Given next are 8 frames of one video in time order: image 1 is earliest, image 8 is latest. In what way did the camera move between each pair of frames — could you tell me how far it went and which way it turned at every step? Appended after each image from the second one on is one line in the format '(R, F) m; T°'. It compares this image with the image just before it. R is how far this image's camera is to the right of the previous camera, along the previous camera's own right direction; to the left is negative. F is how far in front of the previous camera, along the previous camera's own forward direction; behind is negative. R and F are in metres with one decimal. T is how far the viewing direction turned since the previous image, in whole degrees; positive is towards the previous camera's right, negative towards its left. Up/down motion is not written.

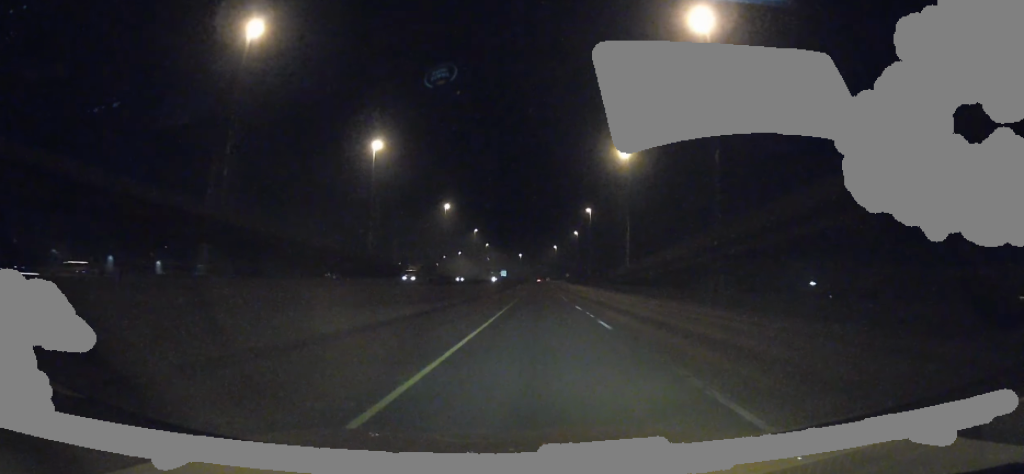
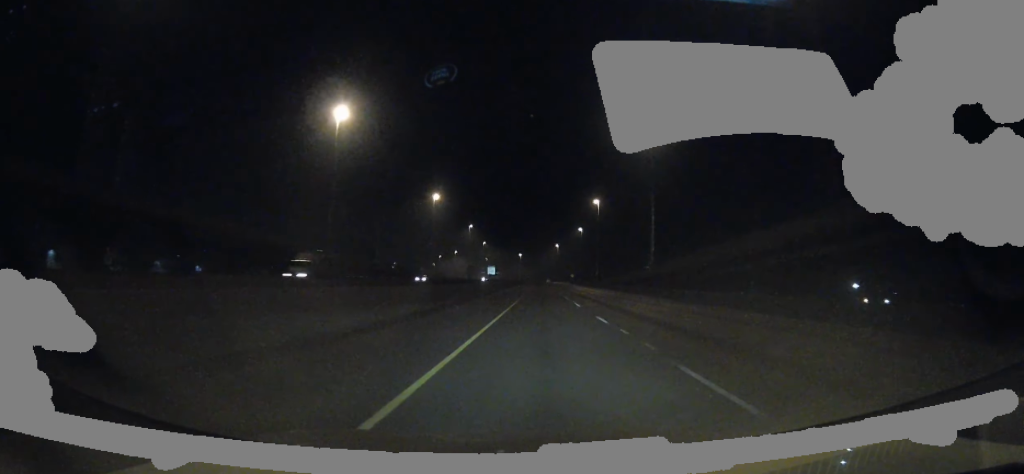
(+0.2, +34.5) m; 0°
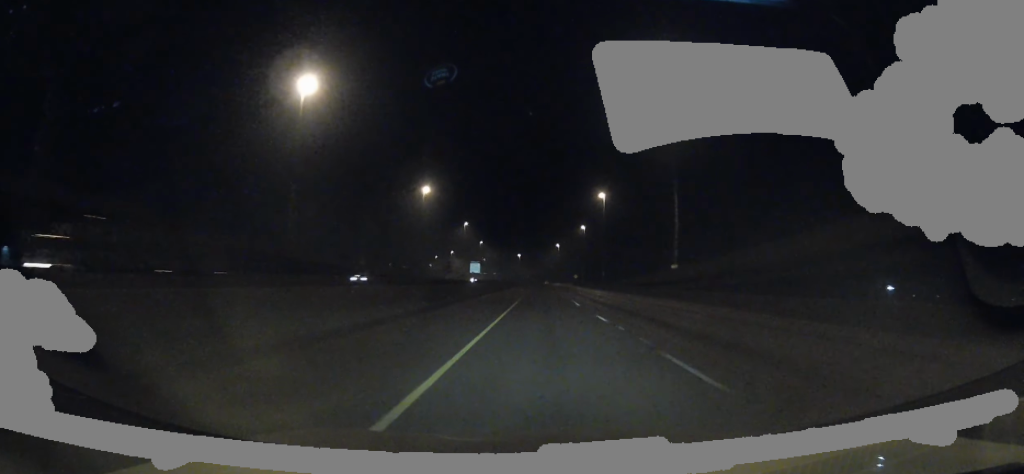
(+0.1, +23.4) m; 0°
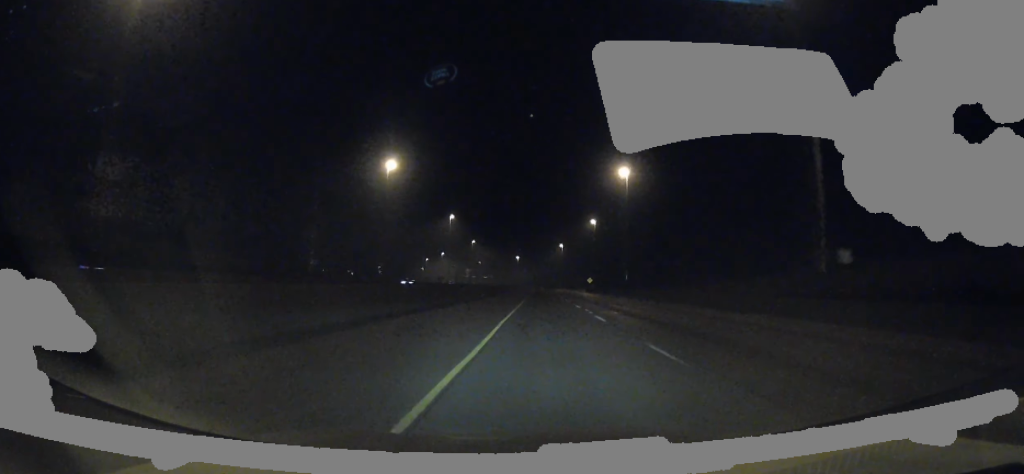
(-0.4, +58.3) m; 0°
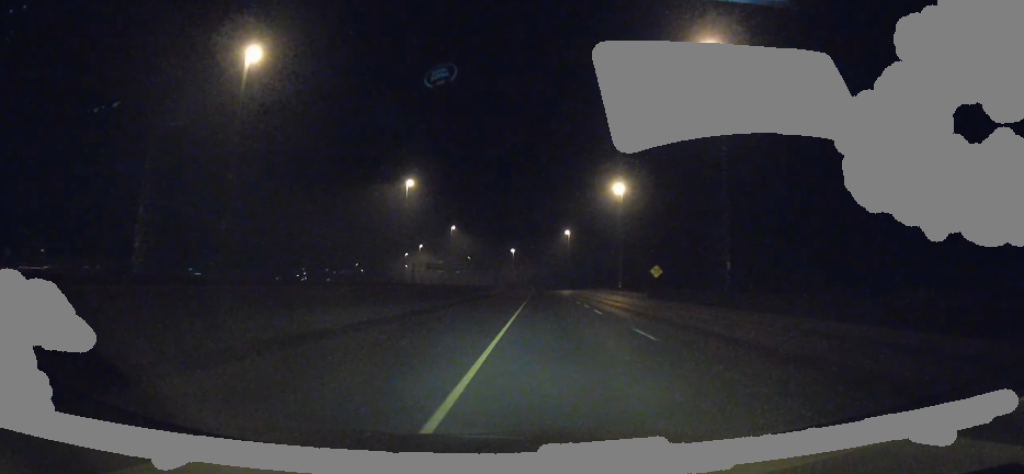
(+0.8, +92.8) m; +1°
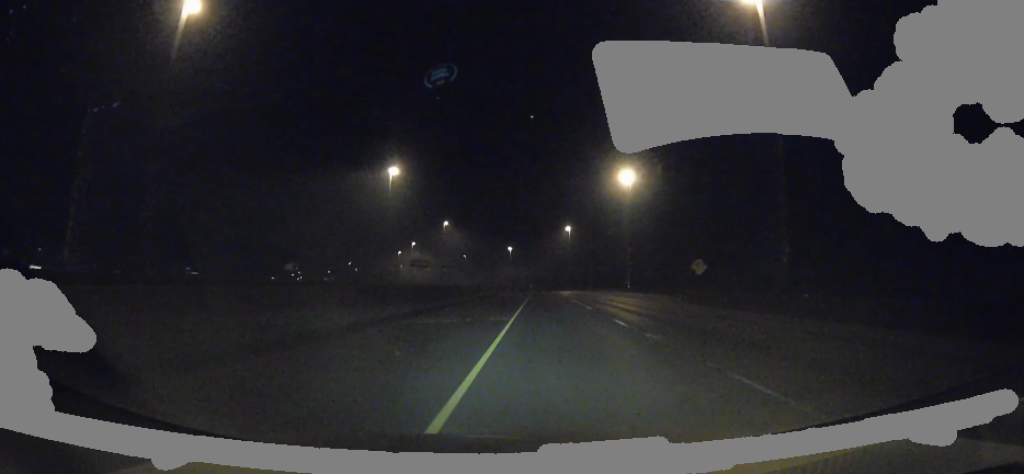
(0.0, +19.0) m; 0°
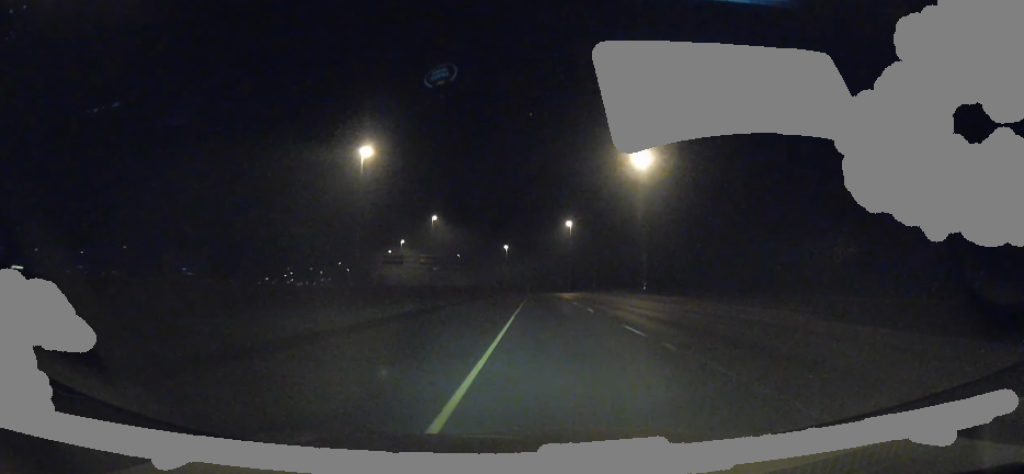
(0.0, +27.4) m; 0°
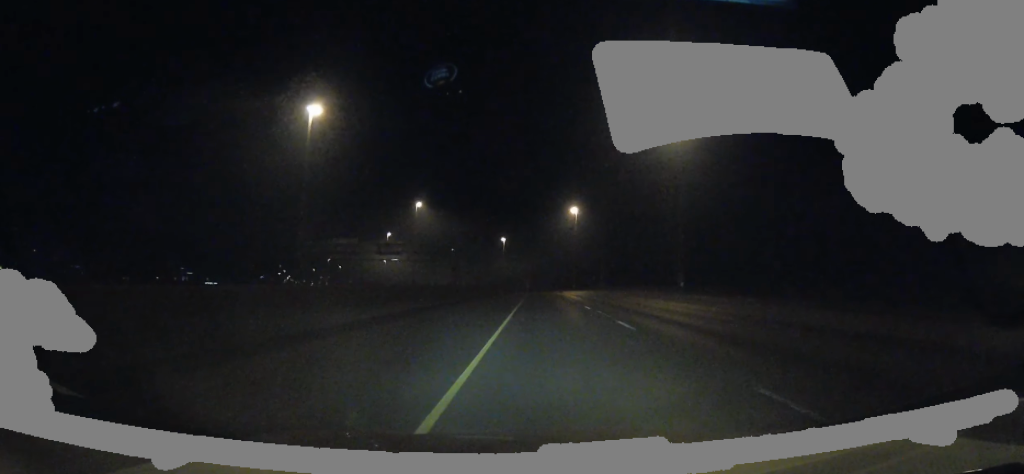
(0.0, +35.9) m; 0°
